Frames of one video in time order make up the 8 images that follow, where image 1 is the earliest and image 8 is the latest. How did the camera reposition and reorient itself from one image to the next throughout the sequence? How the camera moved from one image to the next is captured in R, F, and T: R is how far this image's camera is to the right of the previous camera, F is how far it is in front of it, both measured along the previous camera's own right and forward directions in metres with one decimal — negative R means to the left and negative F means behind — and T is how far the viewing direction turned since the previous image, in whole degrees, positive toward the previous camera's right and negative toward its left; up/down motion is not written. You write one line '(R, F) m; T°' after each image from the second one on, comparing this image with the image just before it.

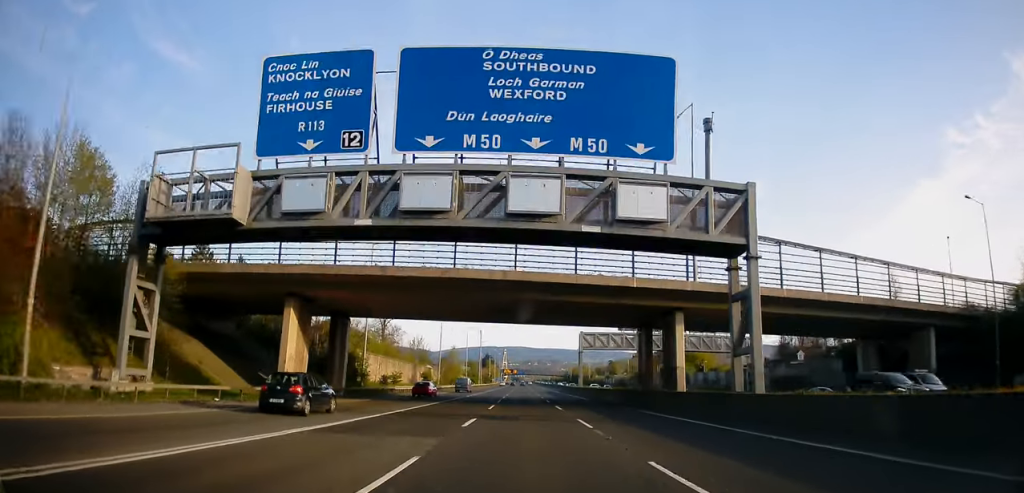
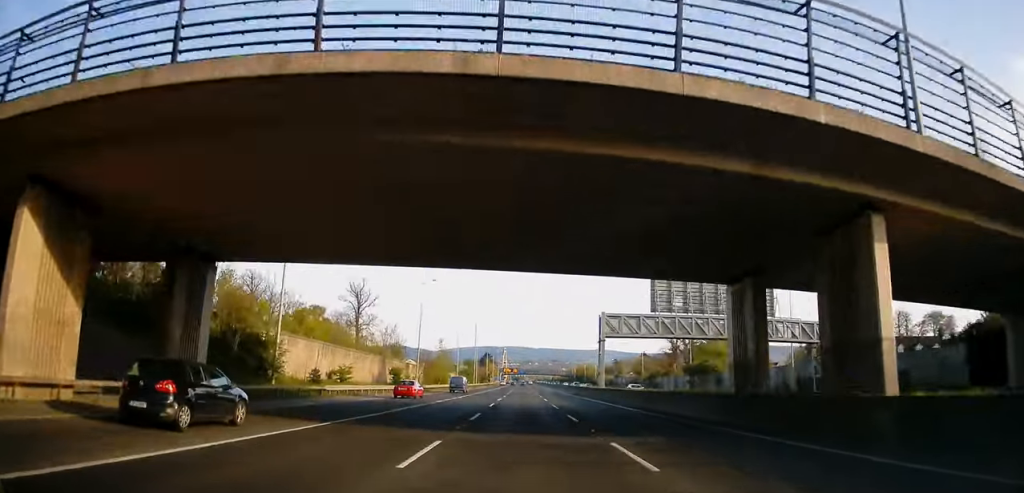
(-0.1, +22.0) m; 0°
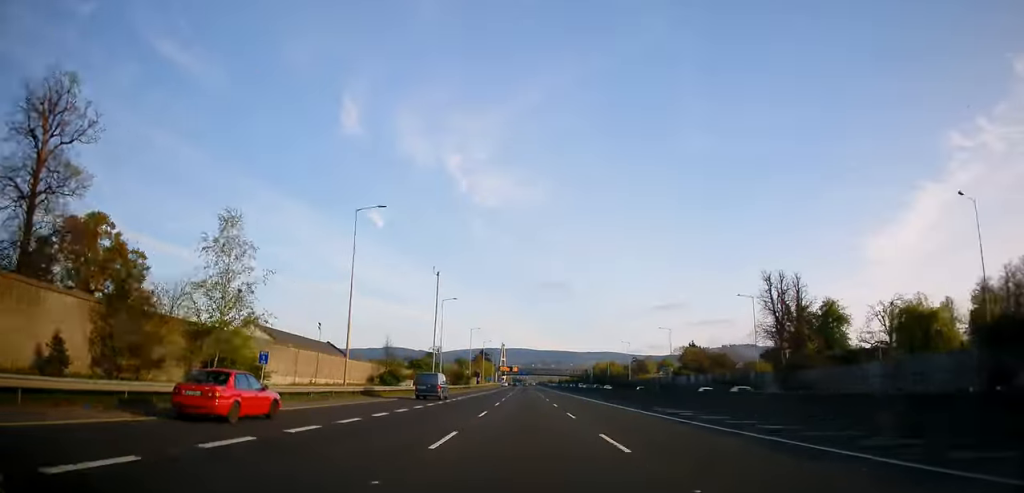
(-0.5, +80.5) m; 0°
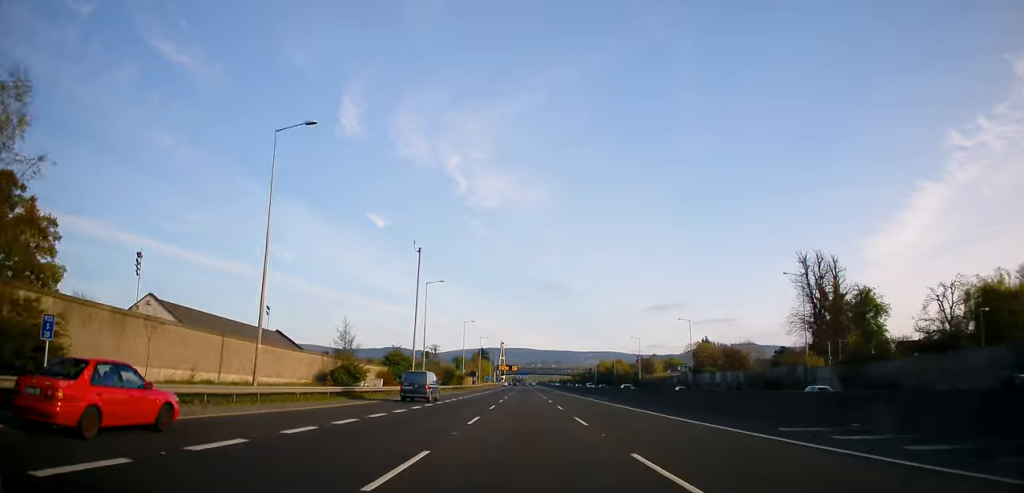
(0.0, +16.8) m; 0°
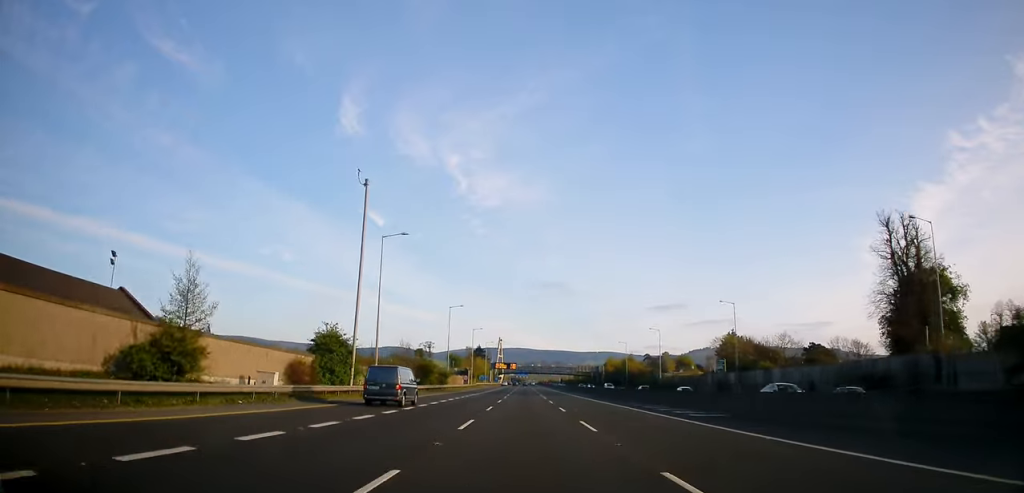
(+0.1, +25.6) m; 0°
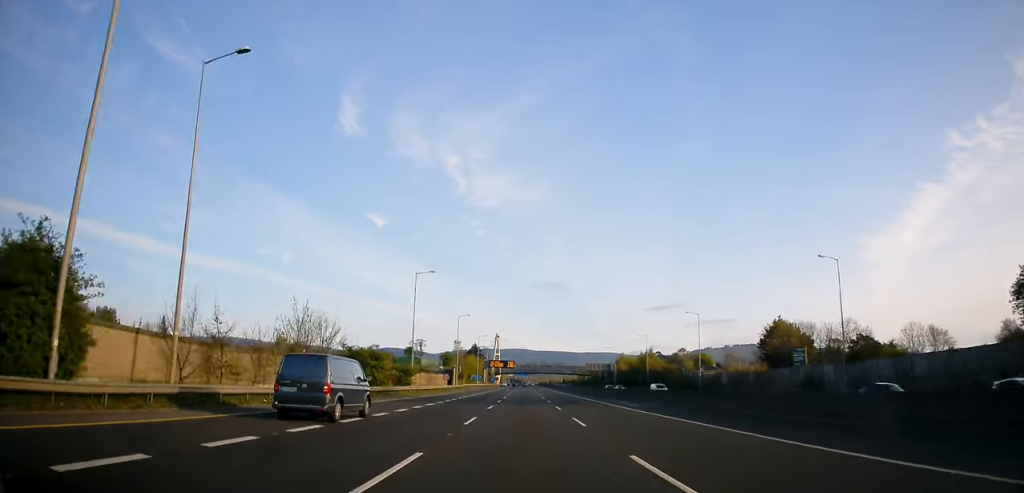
(0.0, +33.0) m; -1°
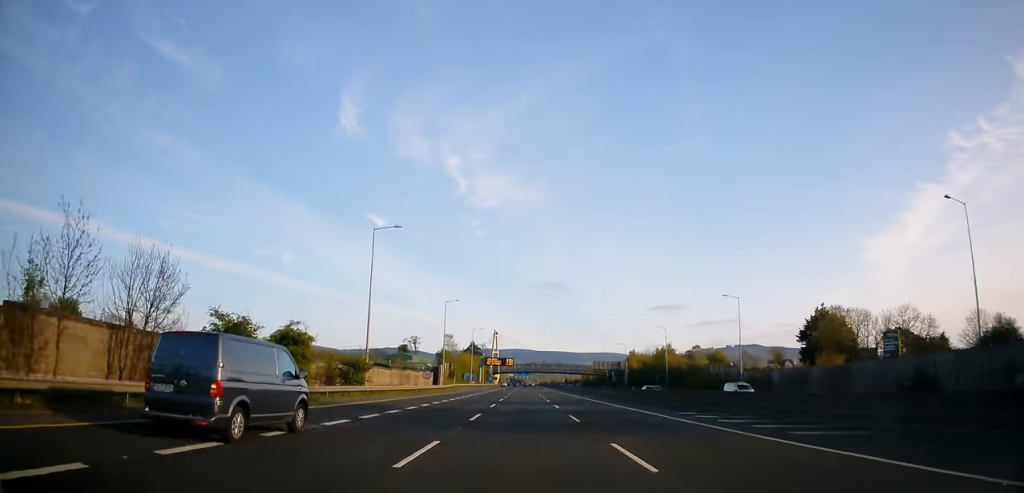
(-0.2, +20.3) m; 0°
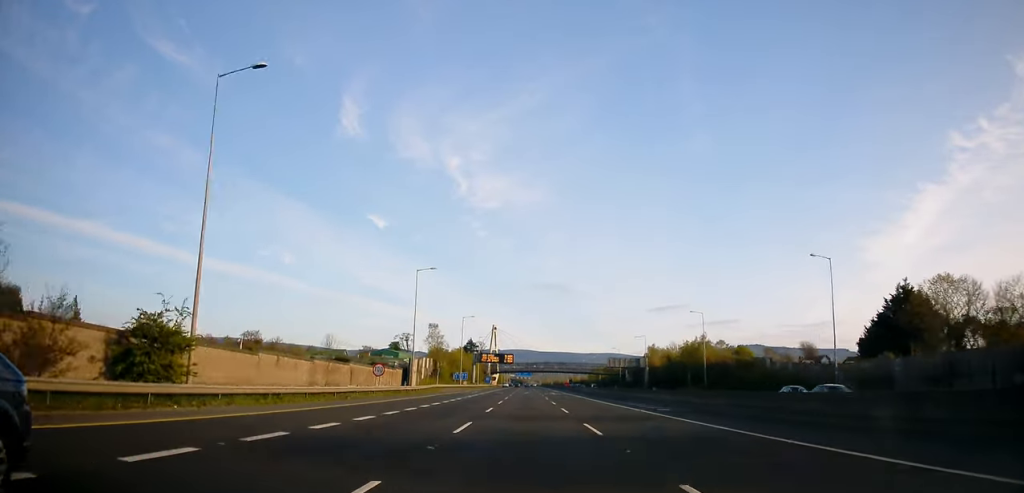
(+0.1, +29.2) m; 0°
